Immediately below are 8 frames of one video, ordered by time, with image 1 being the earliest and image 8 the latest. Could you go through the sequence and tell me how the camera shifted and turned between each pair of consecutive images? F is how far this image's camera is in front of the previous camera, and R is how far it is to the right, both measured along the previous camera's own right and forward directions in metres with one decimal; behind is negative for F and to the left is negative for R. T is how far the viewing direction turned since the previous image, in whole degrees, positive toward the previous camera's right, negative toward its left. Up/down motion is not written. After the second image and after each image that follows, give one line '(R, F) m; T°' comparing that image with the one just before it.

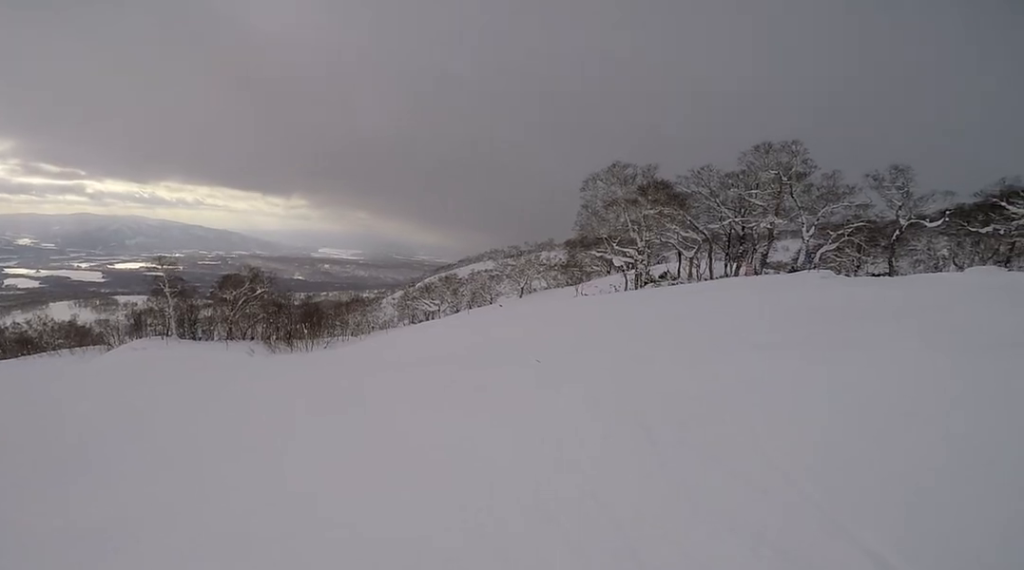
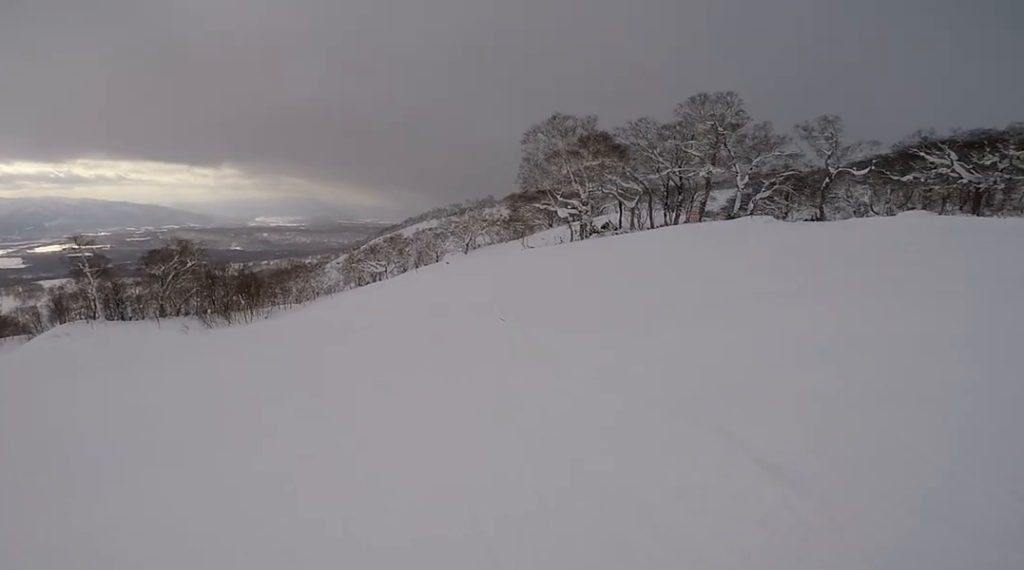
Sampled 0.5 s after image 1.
(0.0, +1.9) m; -1°
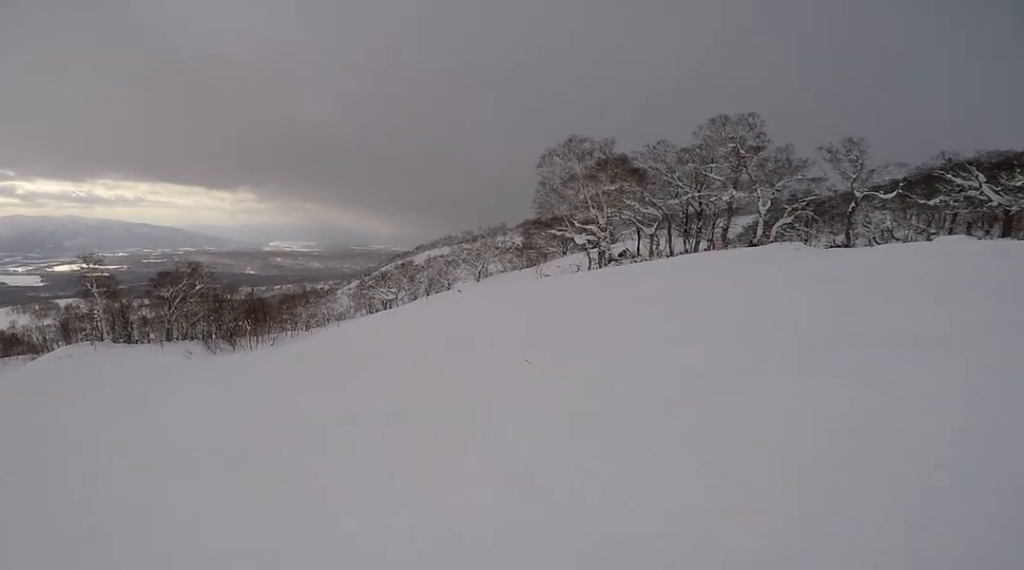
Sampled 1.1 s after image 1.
(0.0, +2.1) m; -8°
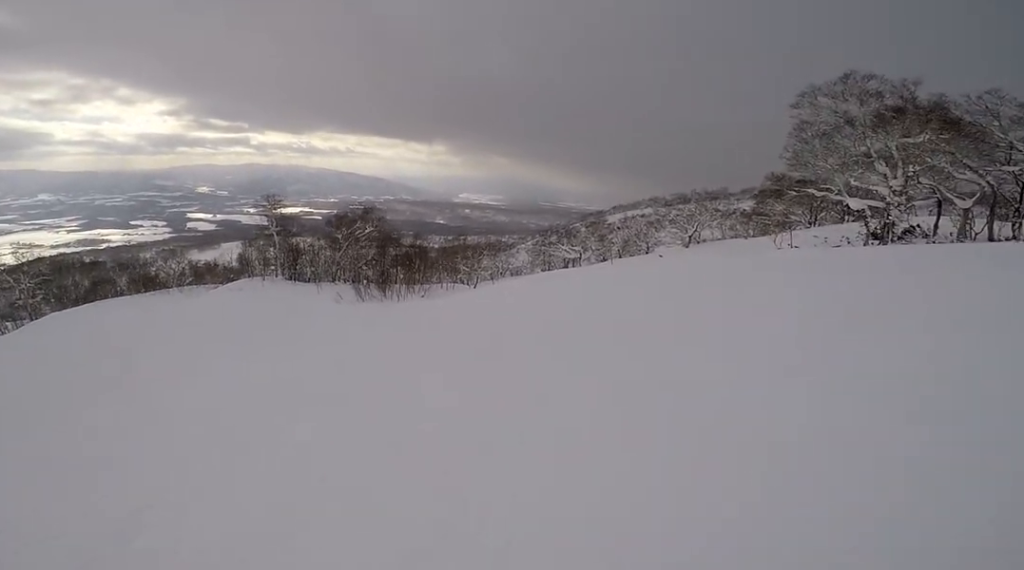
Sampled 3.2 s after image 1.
(-3.9, +8.3) m; -46°
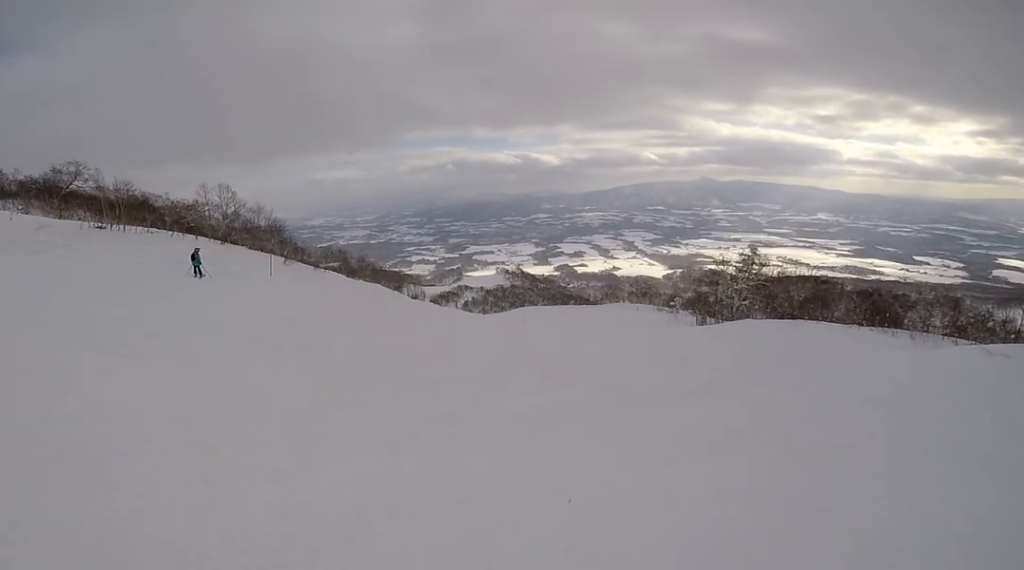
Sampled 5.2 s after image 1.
(-4.5, +7.9) m; -55°
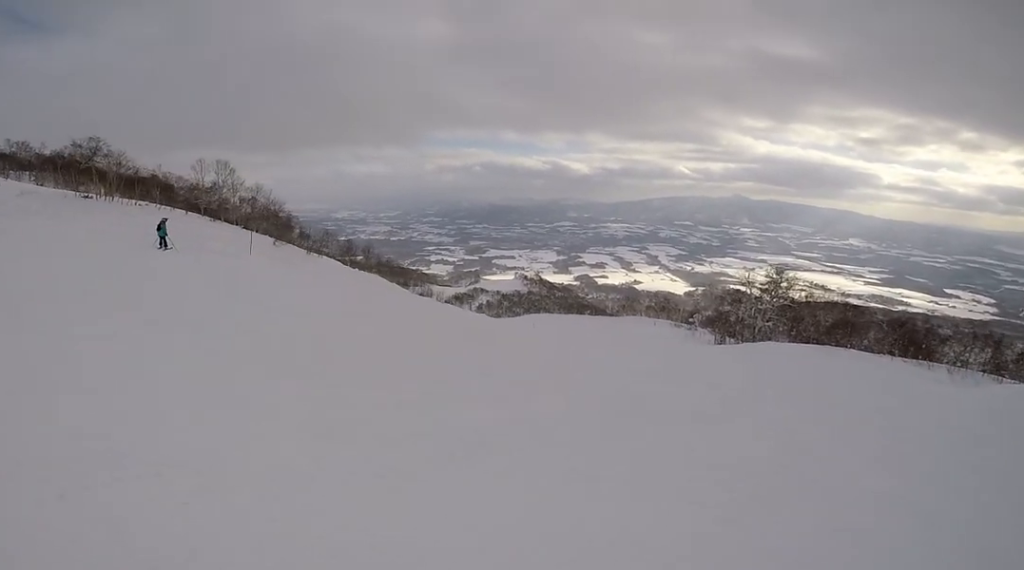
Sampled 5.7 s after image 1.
(-0.5, +2.4) m; -5°
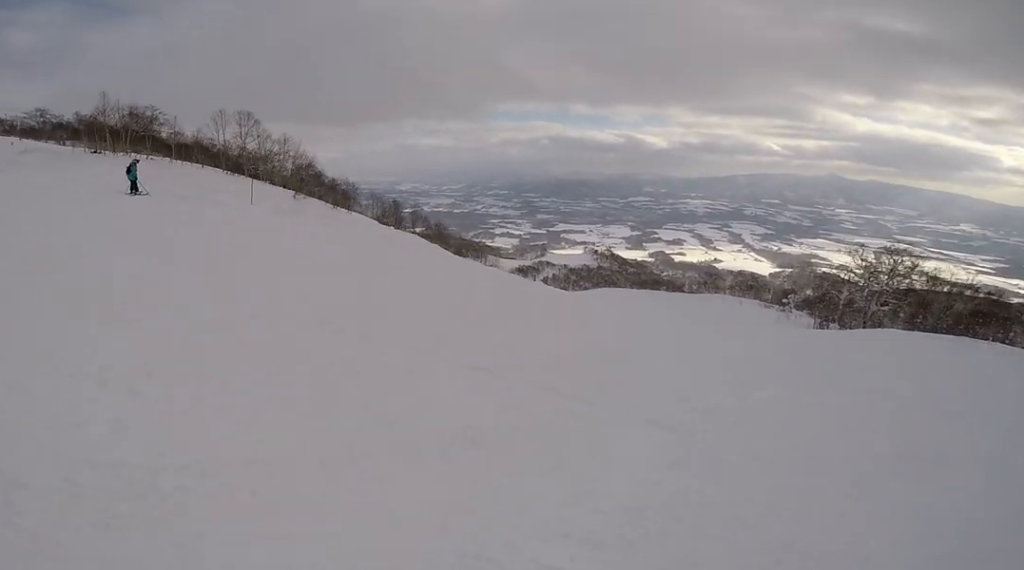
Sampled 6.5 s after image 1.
(+0.3, +3.9) m; -14°
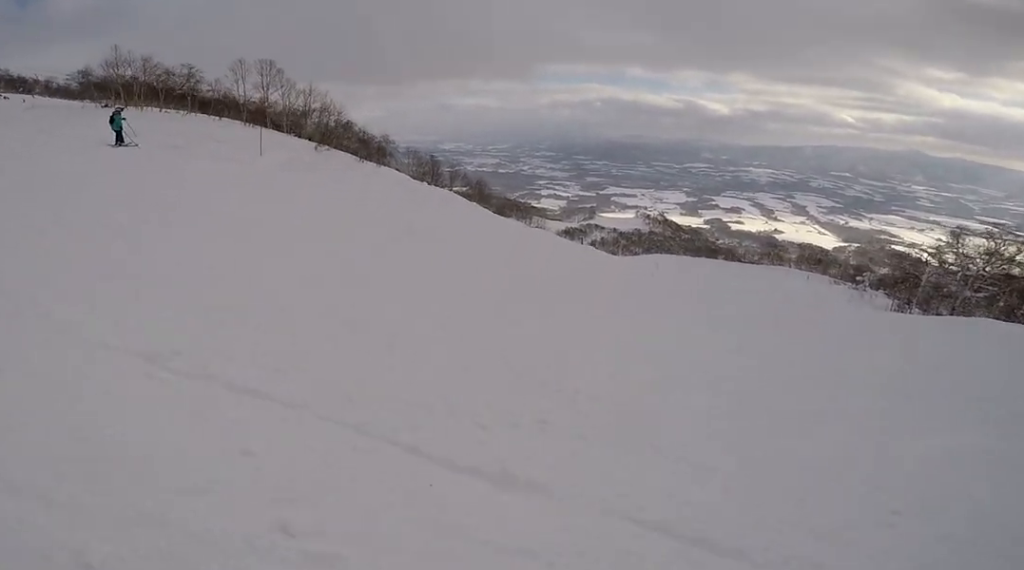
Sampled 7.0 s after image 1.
(-0.1, +1.7) m; -14°
